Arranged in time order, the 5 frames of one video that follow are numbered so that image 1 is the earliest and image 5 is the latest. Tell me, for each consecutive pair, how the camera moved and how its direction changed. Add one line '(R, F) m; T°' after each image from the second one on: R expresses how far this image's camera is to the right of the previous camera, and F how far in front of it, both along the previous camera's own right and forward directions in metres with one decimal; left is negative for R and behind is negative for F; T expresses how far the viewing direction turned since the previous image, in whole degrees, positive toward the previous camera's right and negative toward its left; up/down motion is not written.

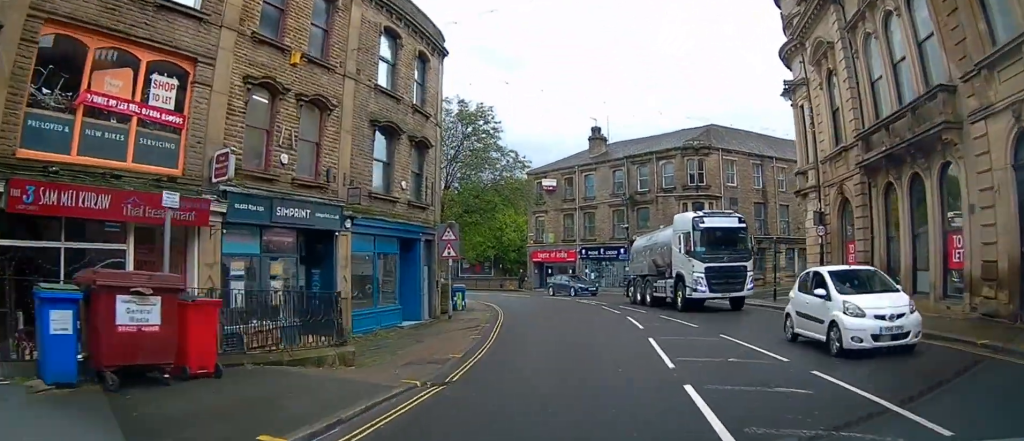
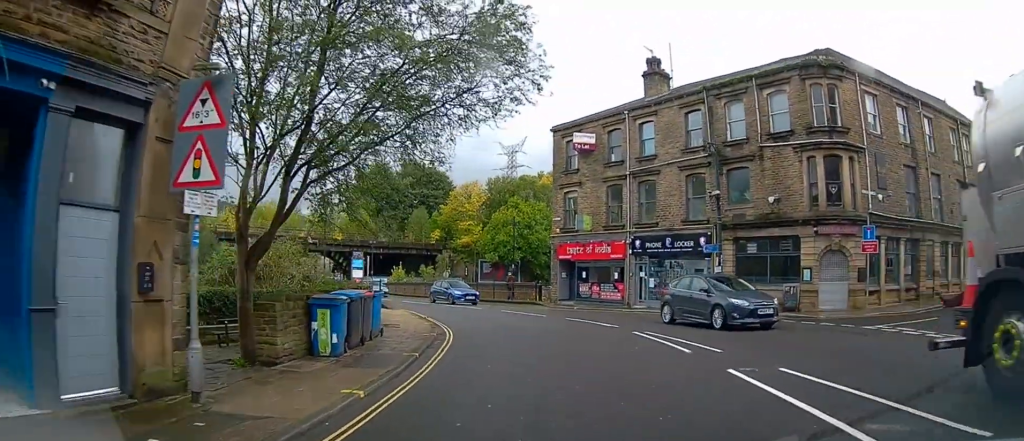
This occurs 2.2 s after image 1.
(+0.4, +16.4) m; 0°
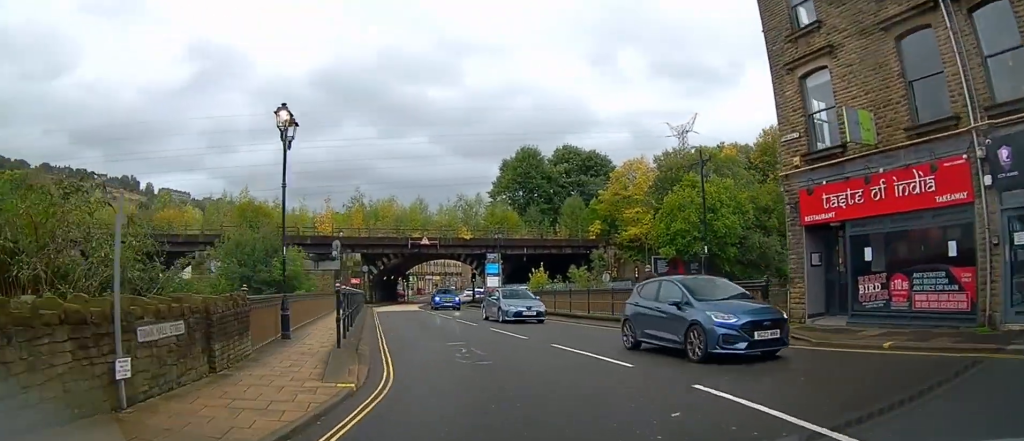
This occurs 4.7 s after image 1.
(-2.8, +17.3) m; -19°
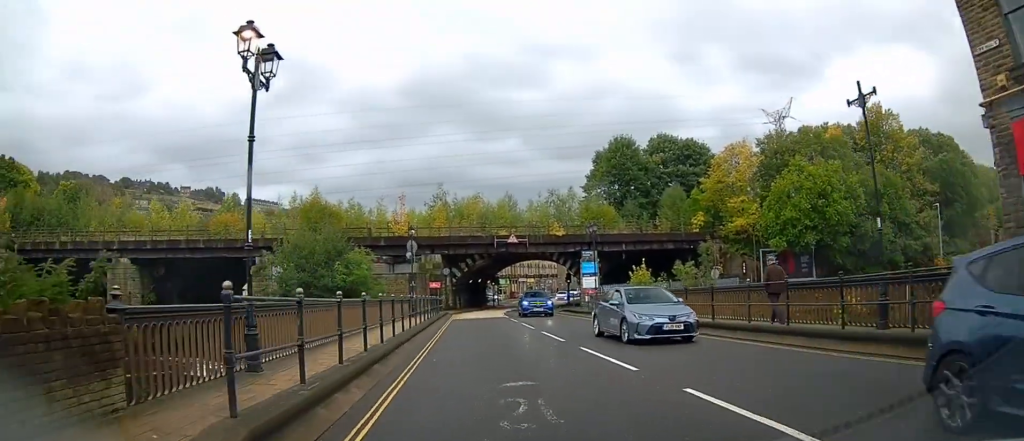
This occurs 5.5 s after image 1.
(+0.1, +5.4) m; -7°
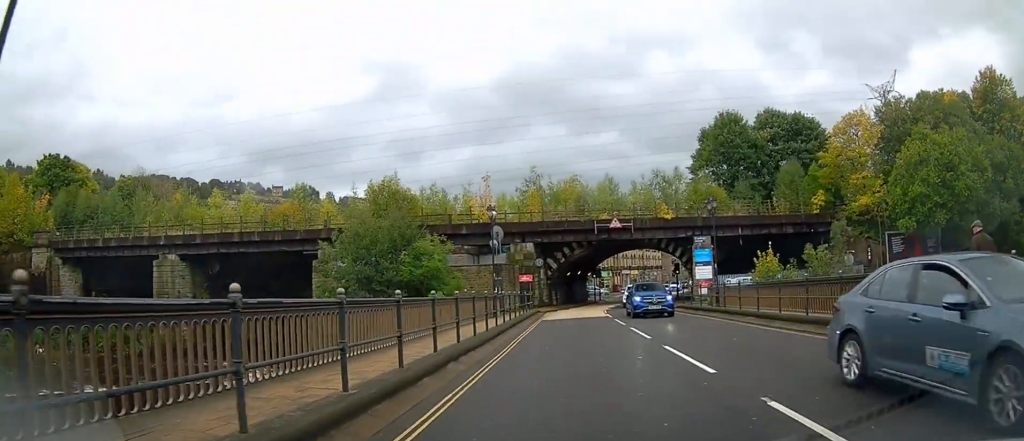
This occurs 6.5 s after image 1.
(-0.8, +6.4) m; -12°
